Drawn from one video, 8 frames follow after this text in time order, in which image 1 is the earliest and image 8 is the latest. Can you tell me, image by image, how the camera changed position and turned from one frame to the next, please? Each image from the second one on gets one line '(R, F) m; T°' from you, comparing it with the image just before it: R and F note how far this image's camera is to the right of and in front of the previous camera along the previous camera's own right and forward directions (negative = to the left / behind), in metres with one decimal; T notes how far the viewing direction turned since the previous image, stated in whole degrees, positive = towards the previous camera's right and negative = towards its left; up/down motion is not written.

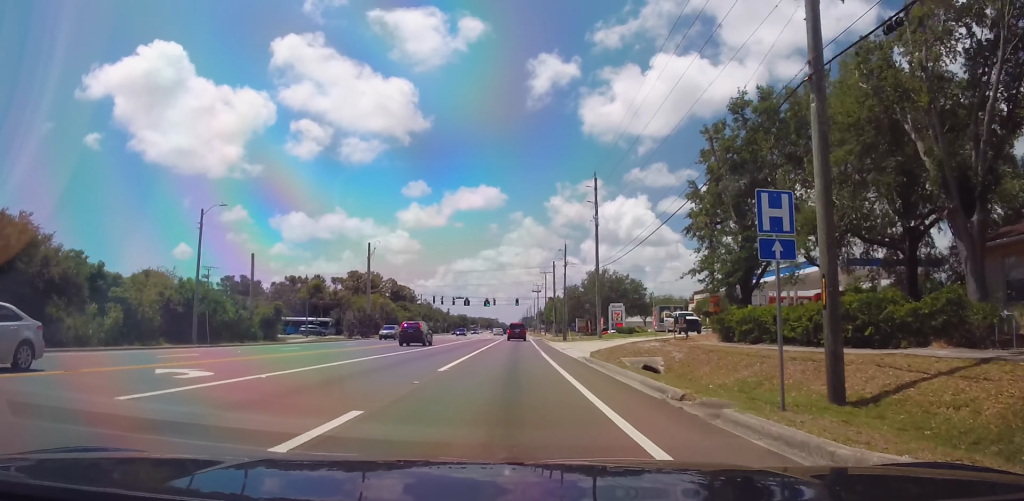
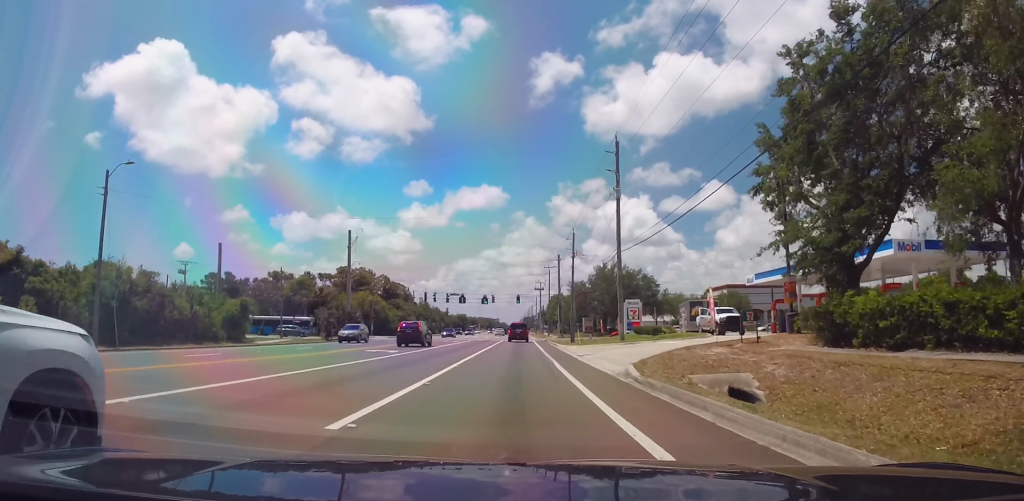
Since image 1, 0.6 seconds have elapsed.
(0.0, +10.6) m; -1°
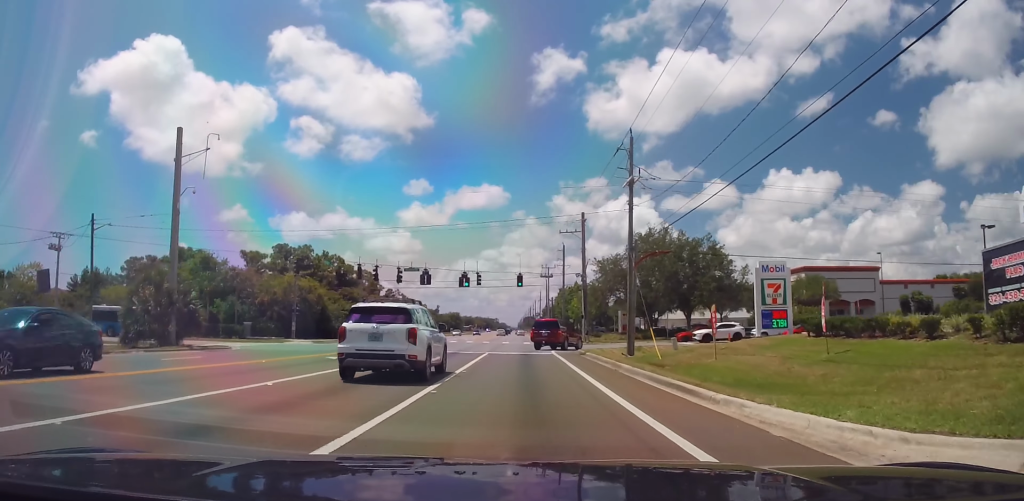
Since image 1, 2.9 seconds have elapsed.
(+0.3, +39.5) m; +2°
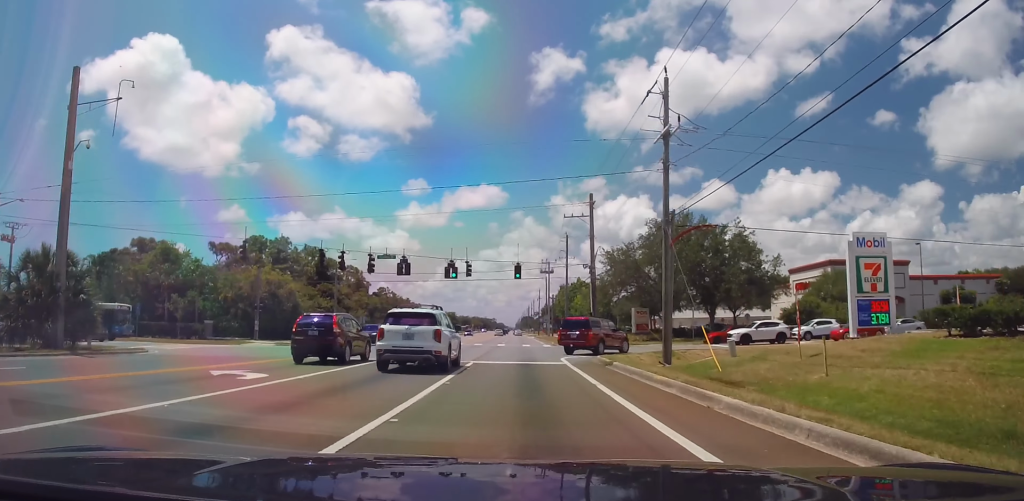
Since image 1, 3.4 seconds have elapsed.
(0.0, +9.8) m; 0°
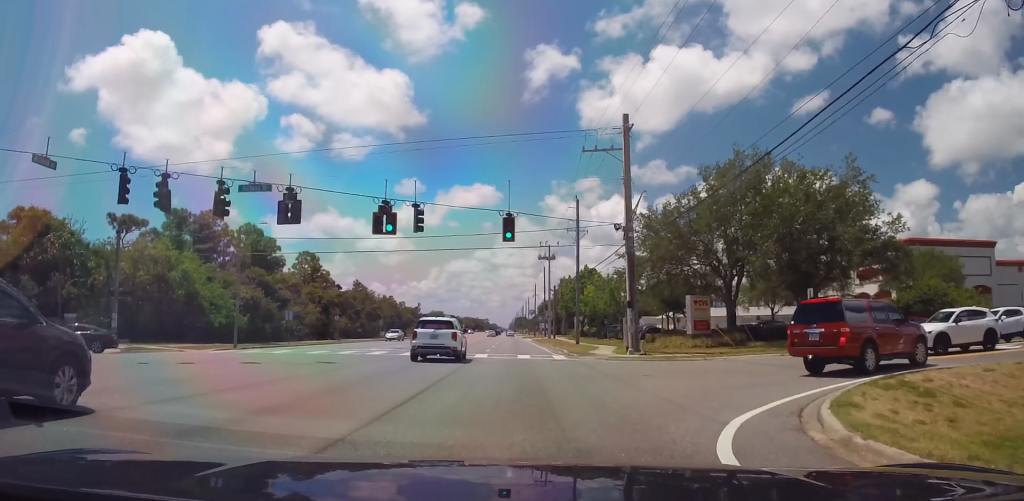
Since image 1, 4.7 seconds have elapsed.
(0.0, +22.4) m; 0°
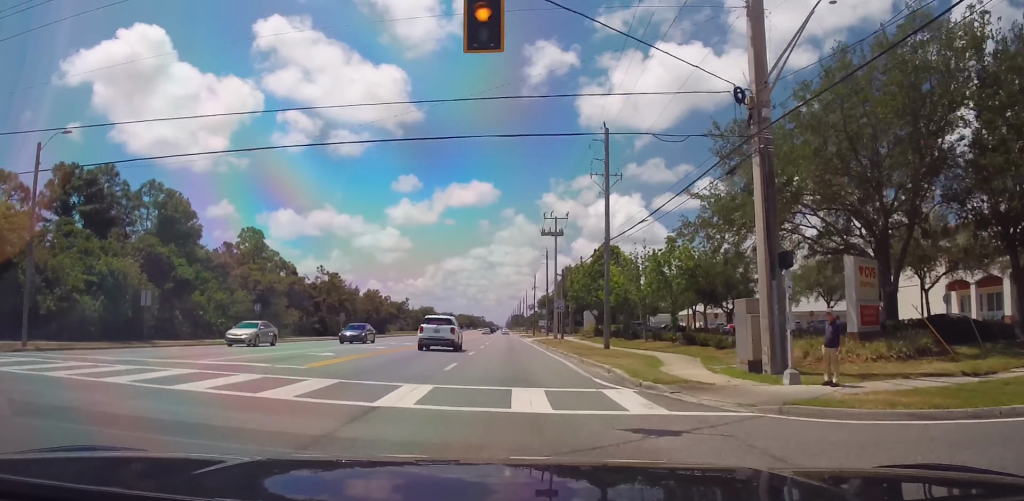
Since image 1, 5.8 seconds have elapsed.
(0.0, +20.6) m; 0°
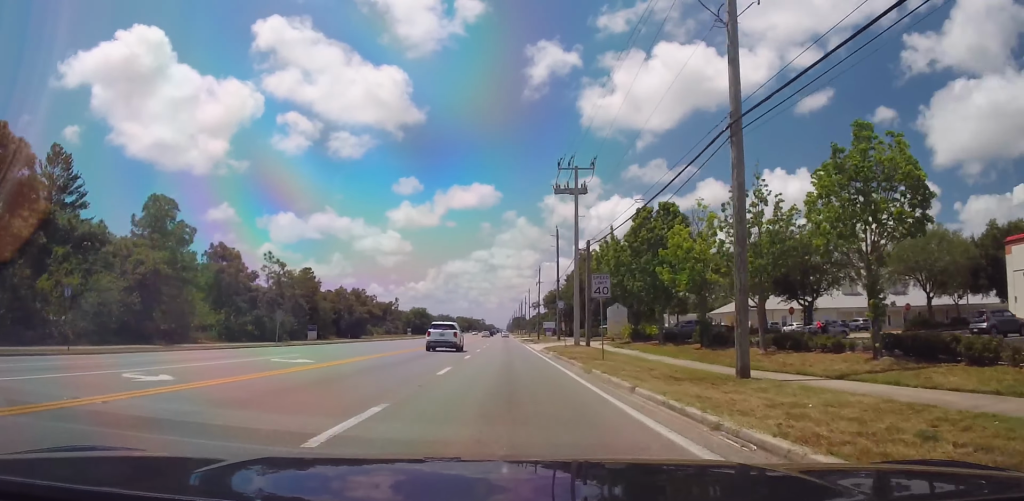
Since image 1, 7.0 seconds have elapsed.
(0.0, +22.0) m; 0°
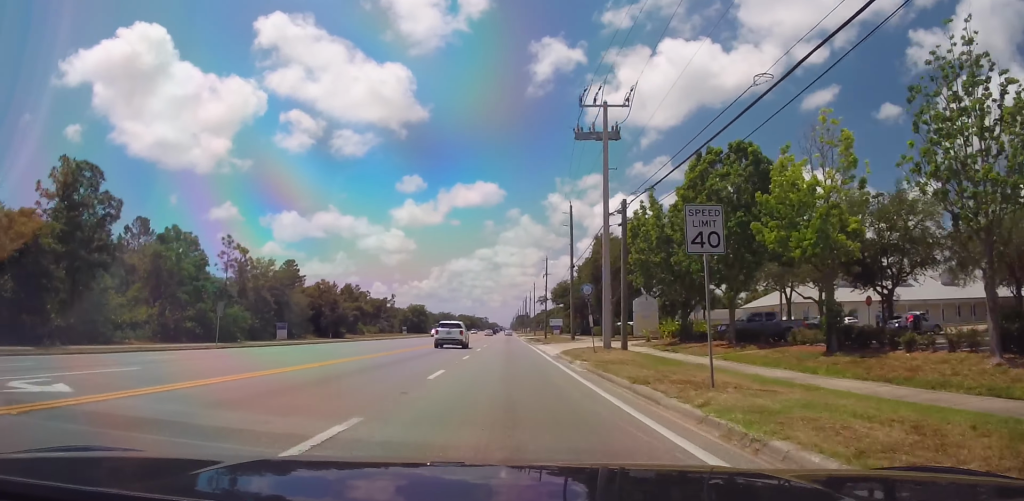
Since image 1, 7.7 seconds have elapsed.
(0.0, +12.9) m; 0°
